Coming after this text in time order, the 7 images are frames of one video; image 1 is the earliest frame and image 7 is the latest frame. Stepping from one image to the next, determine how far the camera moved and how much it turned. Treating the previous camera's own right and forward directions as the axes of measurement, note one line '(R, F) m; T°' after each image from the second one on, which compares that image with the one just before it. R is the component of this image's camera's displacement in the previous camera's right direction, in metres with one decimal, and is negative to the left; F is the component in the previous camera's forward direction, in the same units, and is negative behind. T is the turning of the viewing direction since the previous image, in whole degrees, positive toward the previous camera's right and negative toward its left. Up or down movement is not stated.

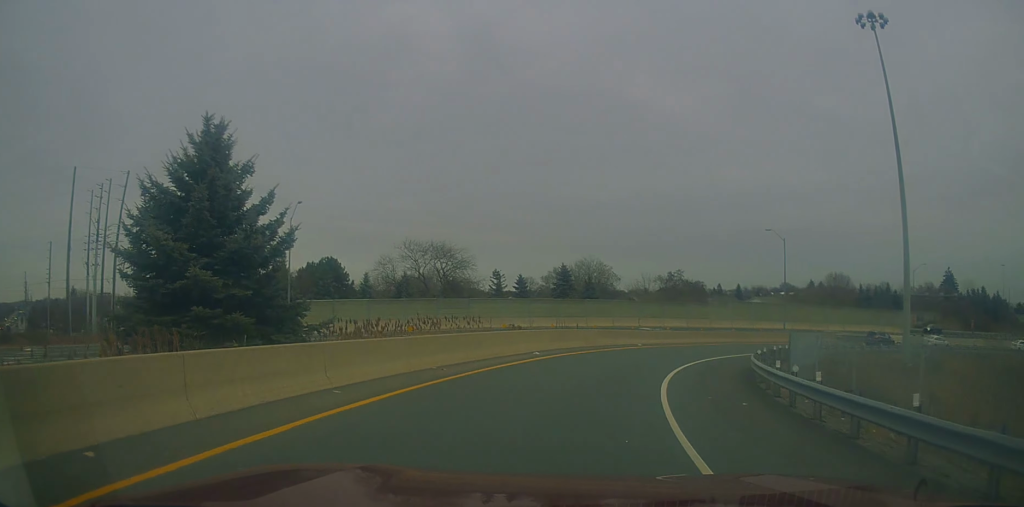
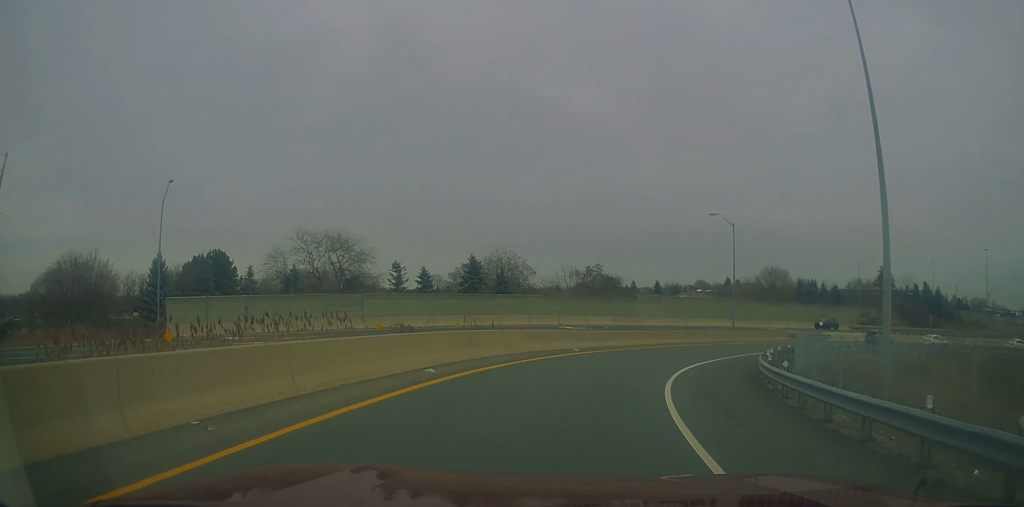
(+0.5, +8.5) m; +9°
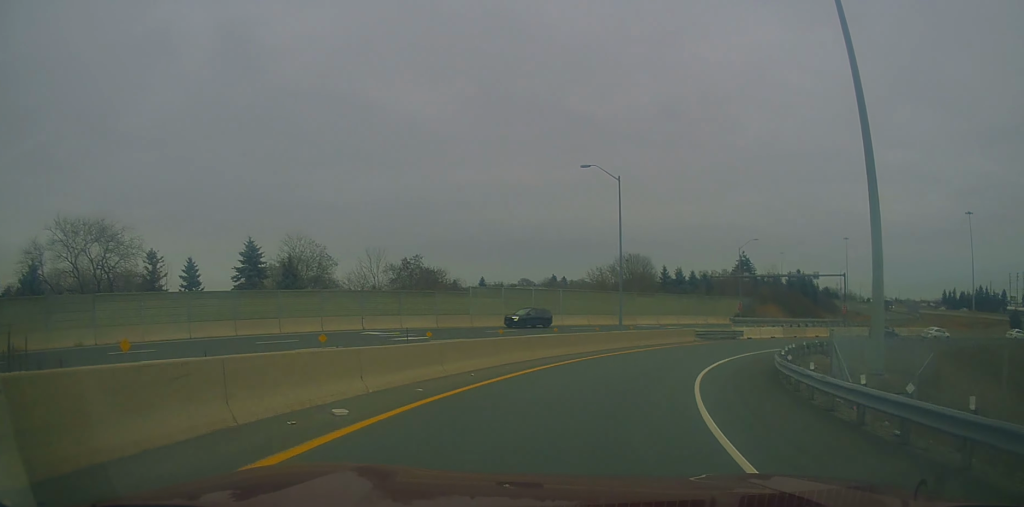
(+3.0, +16.8) m; +18°
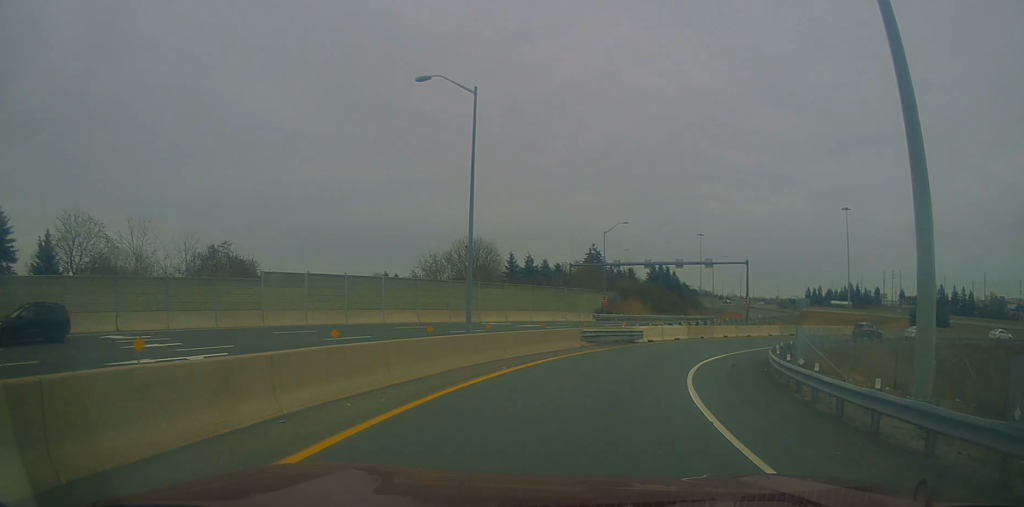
(+1.3, +13.8) m; +18°
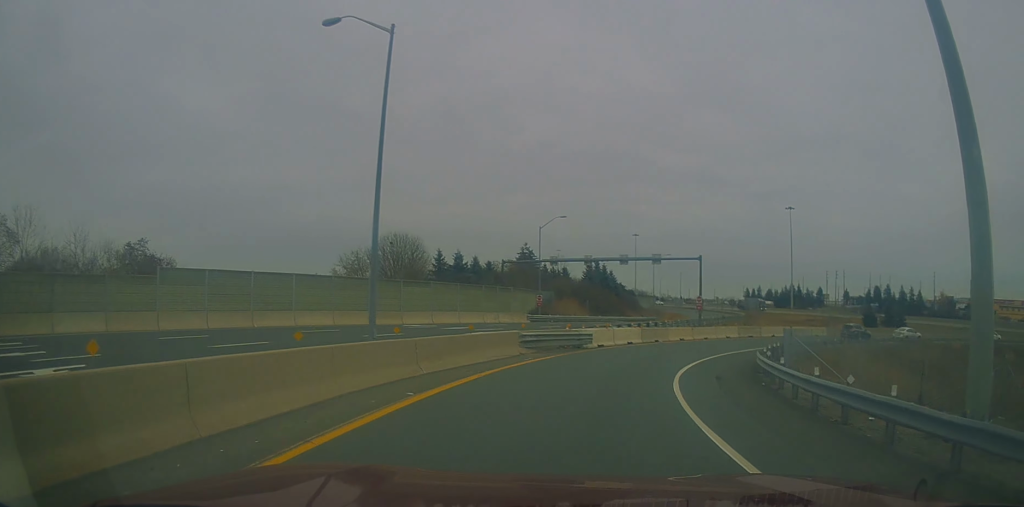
(+0.8, +5.2) m; +7°
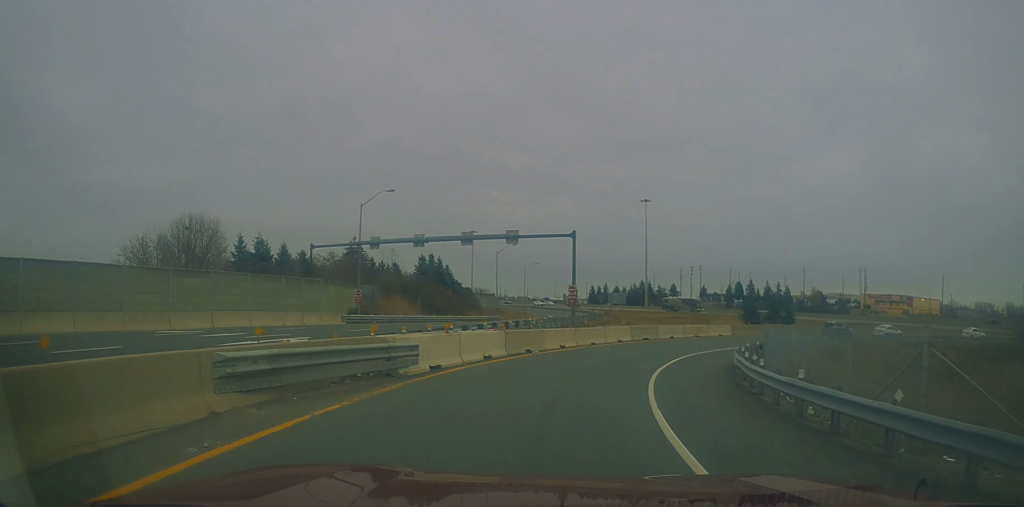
(+2.1, +13.7) m; +14°
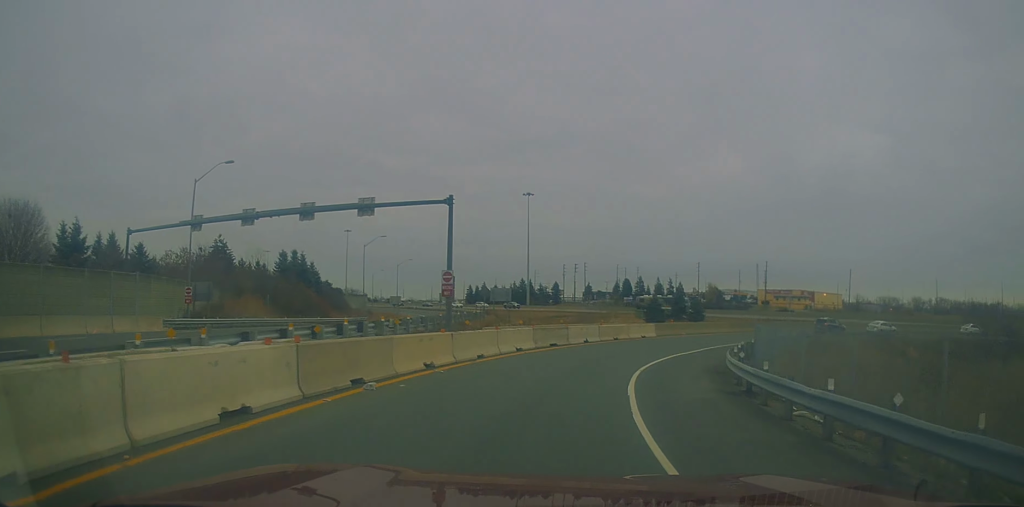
(+0.9, +11.0) m; +12°
